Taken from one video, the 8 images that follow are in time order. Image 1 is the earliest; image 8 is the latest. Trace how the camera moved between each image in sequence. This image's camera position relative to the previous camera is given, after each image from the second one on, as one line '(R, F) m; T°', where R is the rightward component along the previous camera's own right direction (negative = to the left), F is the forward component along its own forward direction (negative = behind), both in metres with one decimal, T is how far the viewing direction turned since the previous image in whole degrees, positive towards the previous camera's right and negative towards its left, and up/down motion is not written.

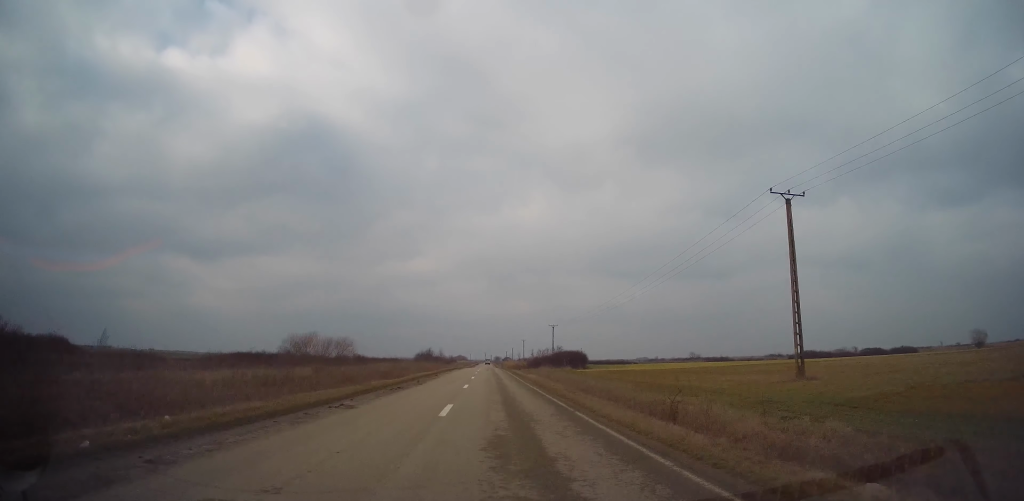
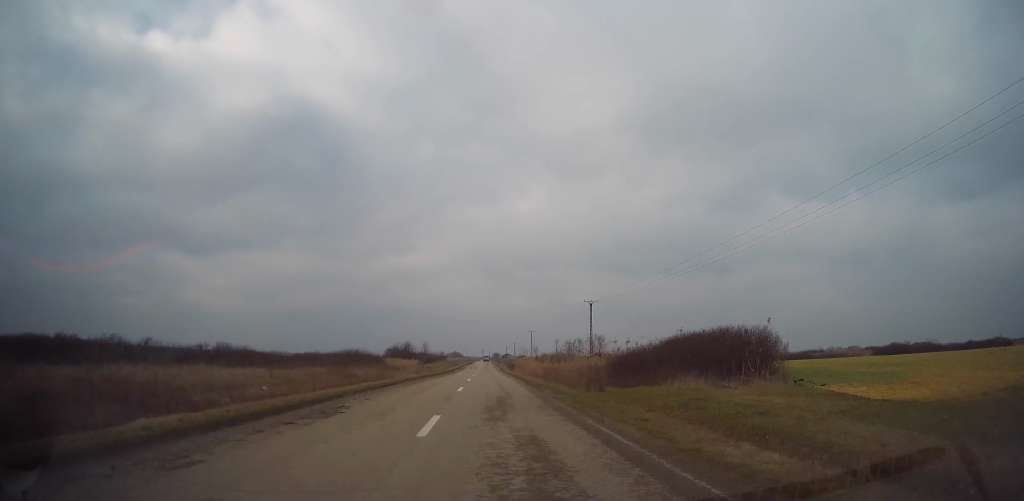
(-0.5, +62.0) m; -1°
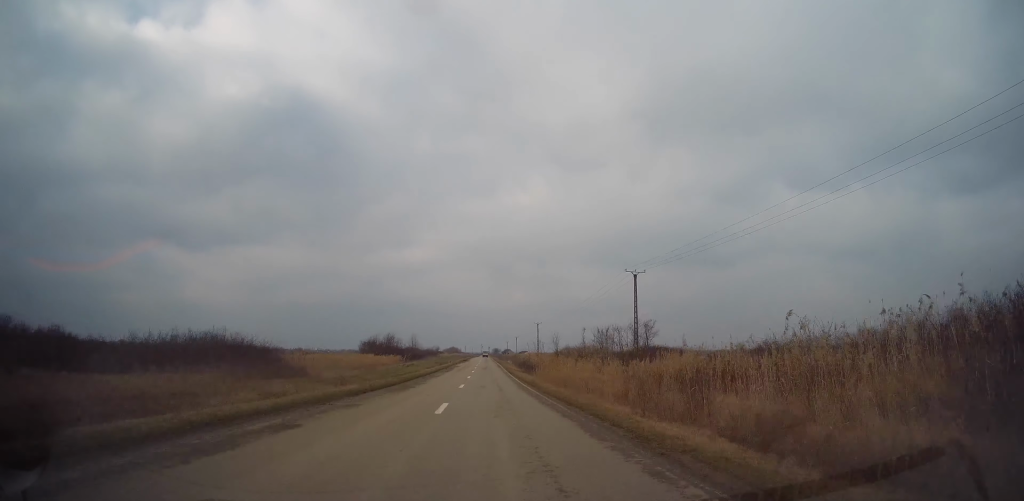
(+0.3, +30.9) m; 0°
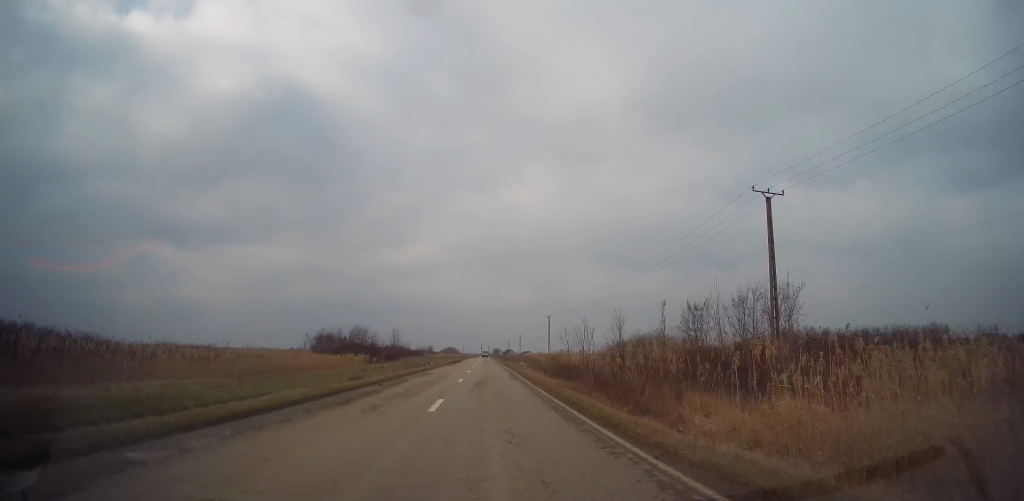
(-0.2, +35.3) m; 0°
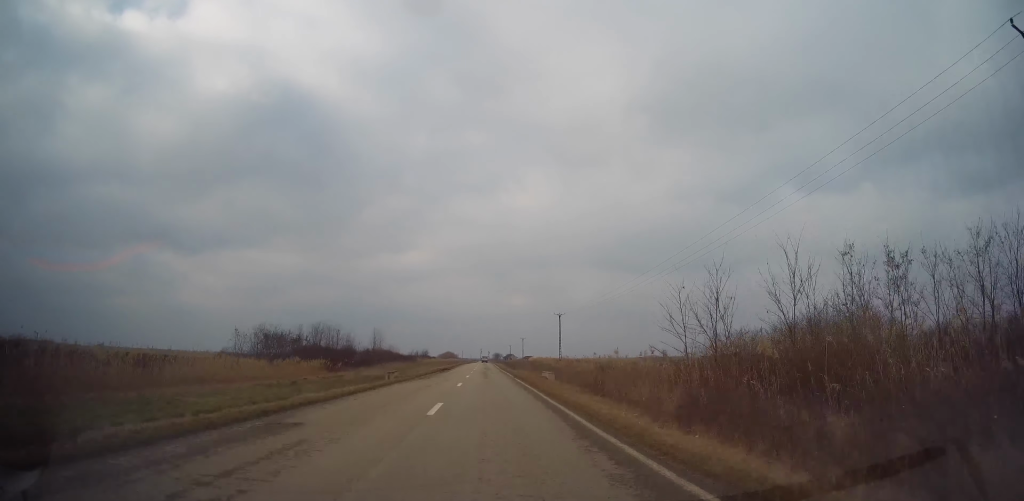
(+0.2, +23.7) m; 0°
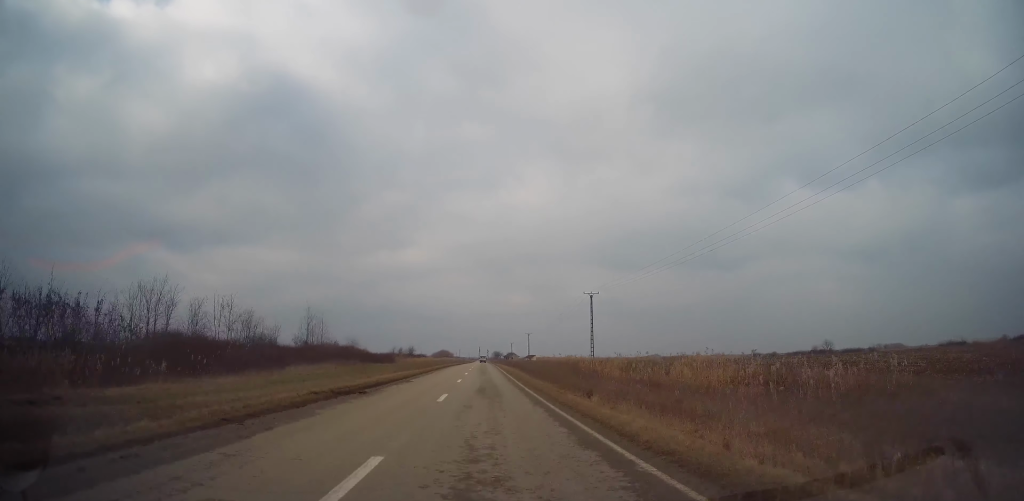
(-0.2, +43.4) m; 0°
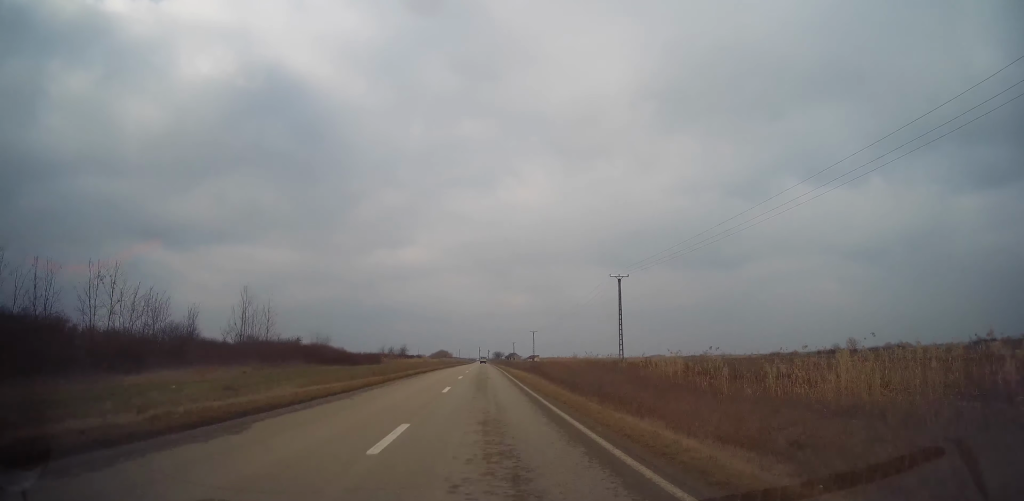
(-0.3, +20.6) m; 0°
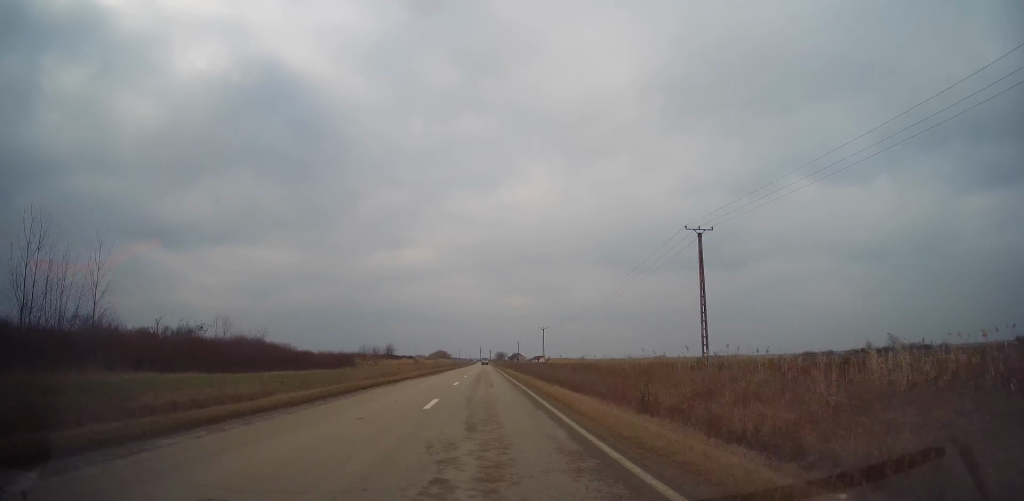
(+0.5, +29.4) m; 0°
